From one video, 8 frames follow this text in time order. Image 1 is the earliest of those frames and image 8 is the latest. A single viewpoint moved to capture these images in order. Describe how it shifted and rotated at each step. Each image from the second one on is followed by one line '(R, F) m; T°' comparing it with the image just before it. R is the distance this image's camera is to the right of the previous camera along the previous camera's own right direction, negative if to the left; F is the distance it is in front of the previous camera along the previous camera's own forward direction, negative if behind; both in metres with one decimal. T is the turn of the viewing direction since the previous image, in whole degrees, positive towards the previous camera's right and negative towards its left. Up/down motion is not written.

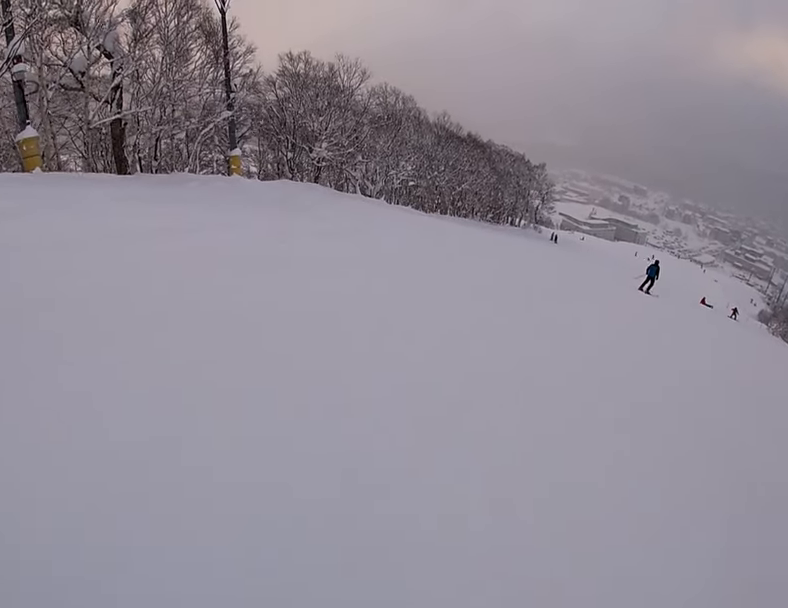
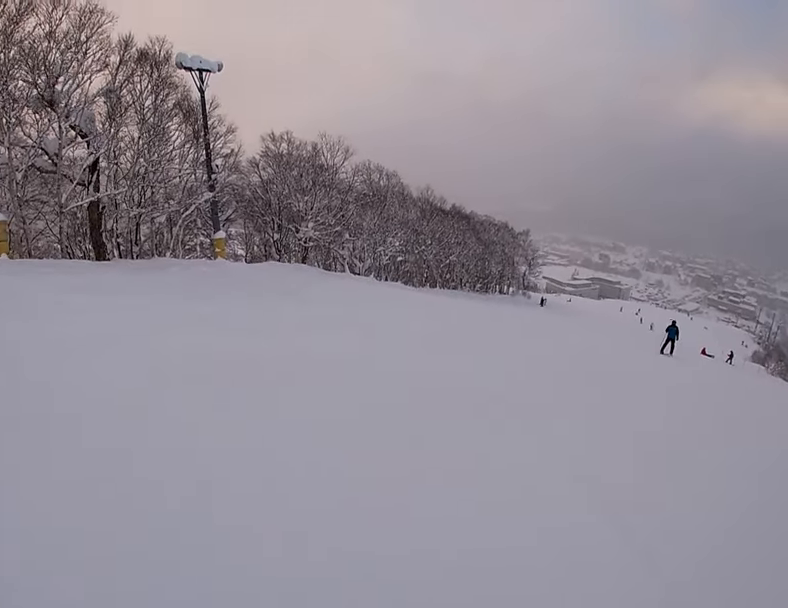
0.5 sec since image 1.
(0.0, +1.7) m; -3°
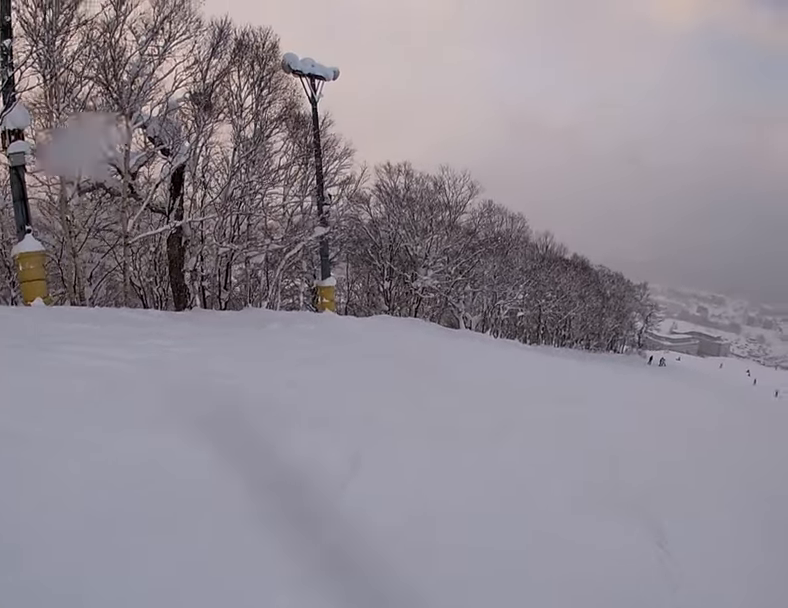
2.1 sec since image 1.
(-0.2, +6.2) m; -16°
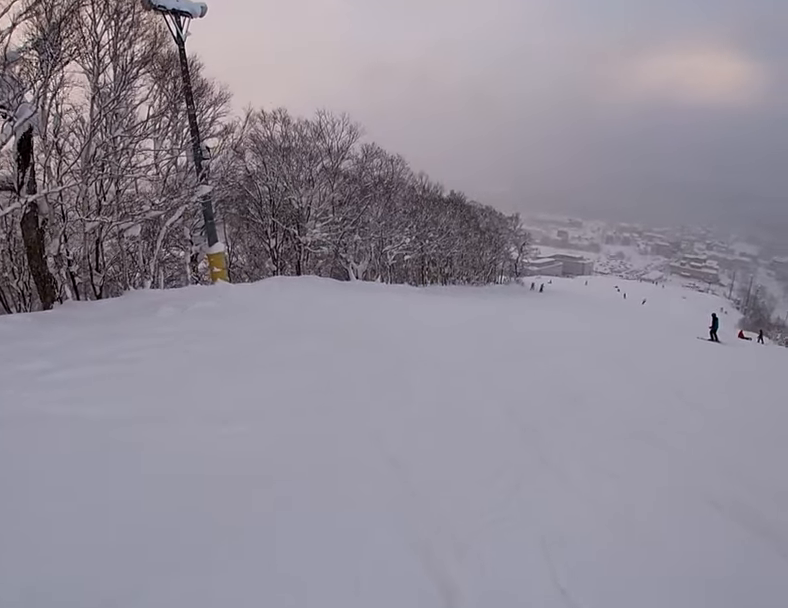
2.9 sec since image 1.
(-0.4, +3.2) m; +7°
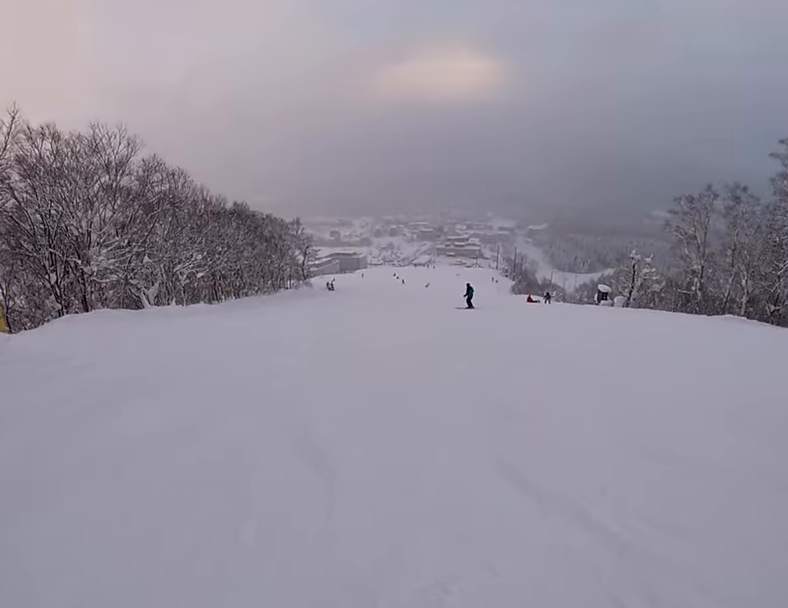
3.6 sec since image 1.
(+0.4, +2.9) m; +26°
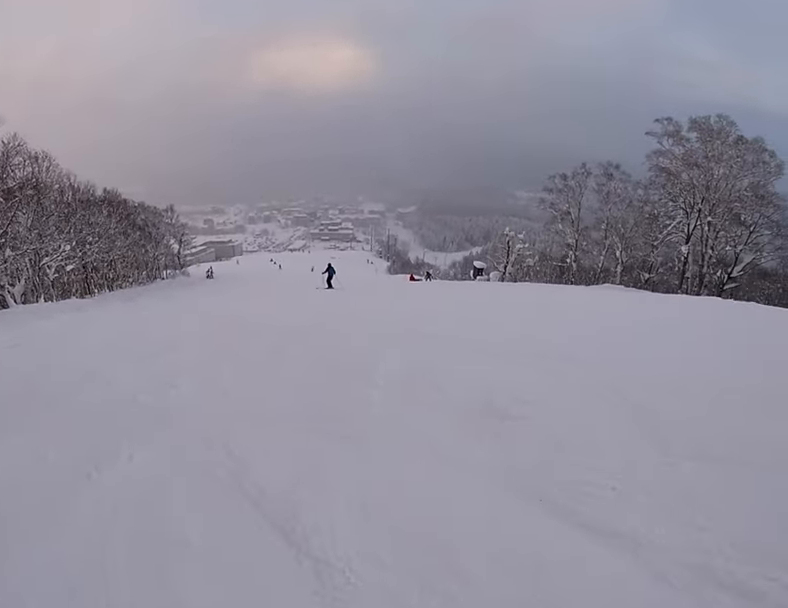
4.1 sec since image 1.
(+0.1, +1.8) m; +21°
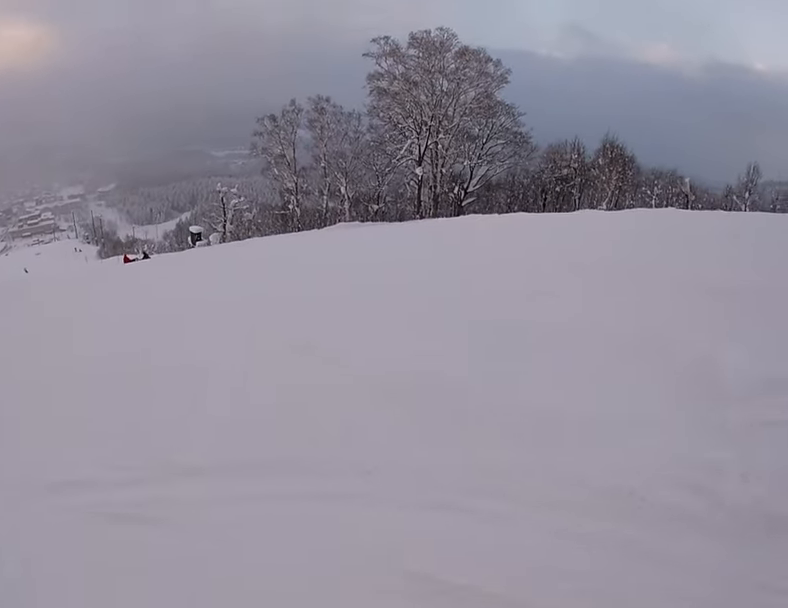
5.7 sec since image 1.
(+3.1, +5.4) m; +32°
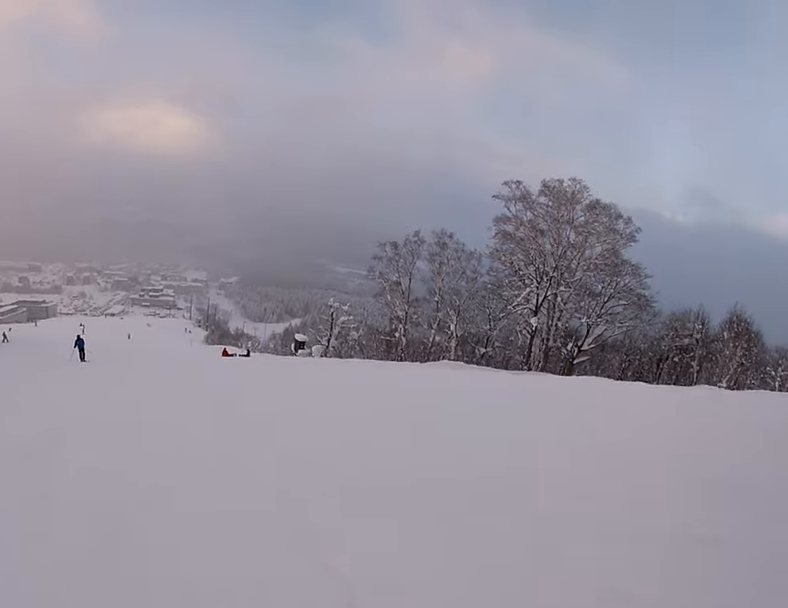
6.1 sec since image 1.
(+0.2, +1.8) m; -2°
